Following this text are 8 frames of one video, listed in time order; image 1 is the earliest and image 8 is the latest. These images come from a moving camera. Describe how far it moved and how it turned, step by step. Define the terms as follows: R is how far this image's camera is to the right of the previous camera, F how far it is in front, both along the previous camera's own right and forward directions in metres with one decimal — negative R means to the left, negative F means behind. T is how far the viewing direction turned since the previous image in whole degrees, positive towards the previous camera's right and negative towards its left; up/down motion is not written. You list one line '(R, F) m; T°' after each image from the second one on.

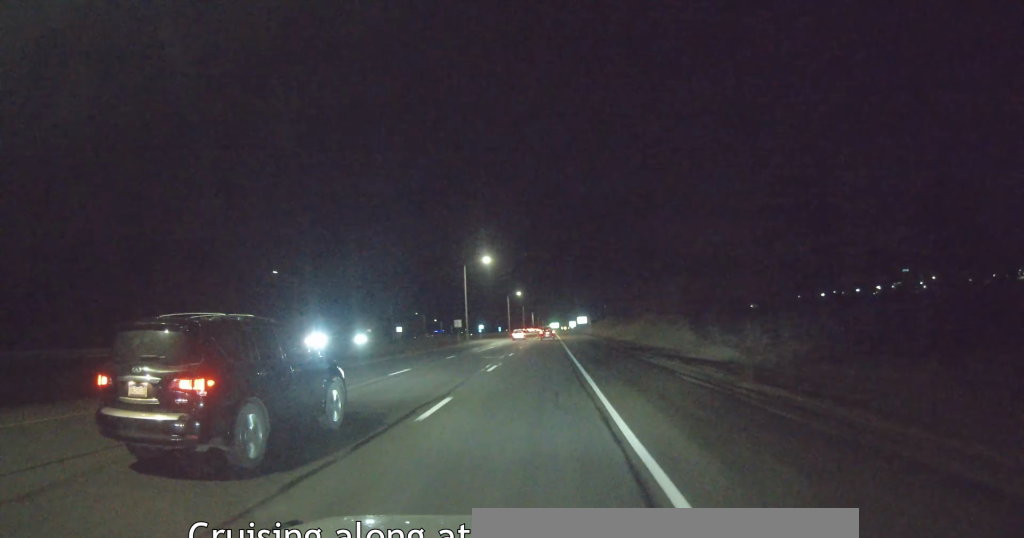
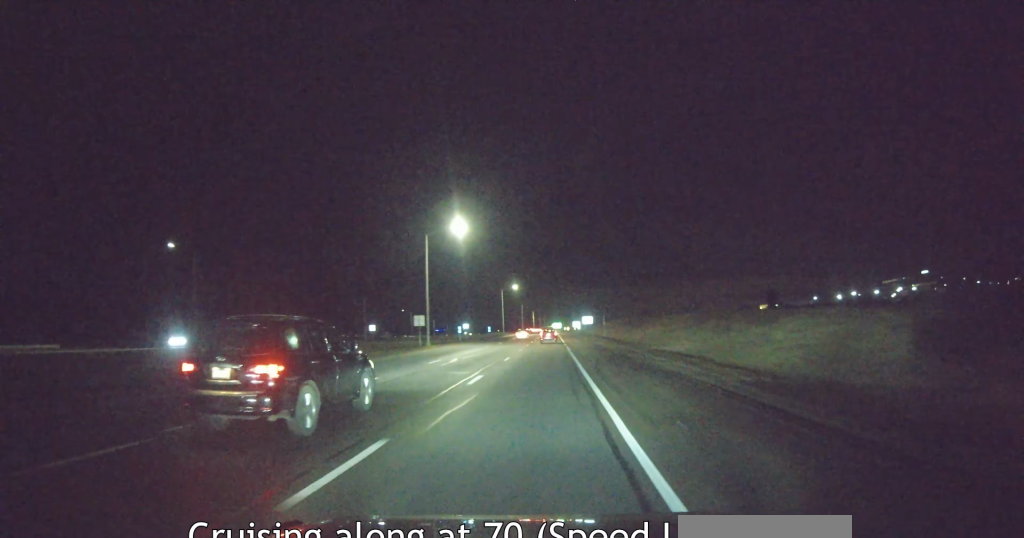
(-0.2, +31.1) m; 0°
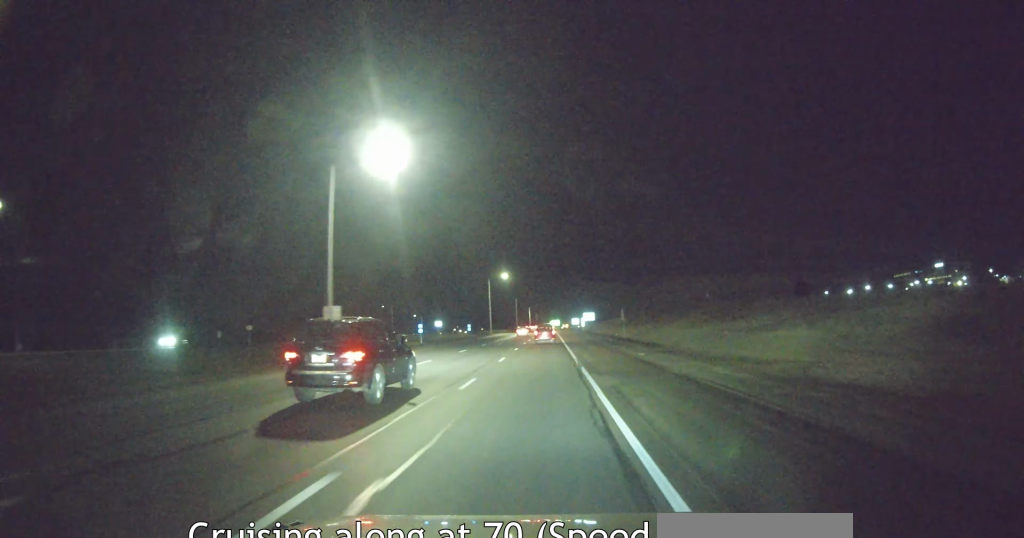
(+0.2, +27.8) m; 0°
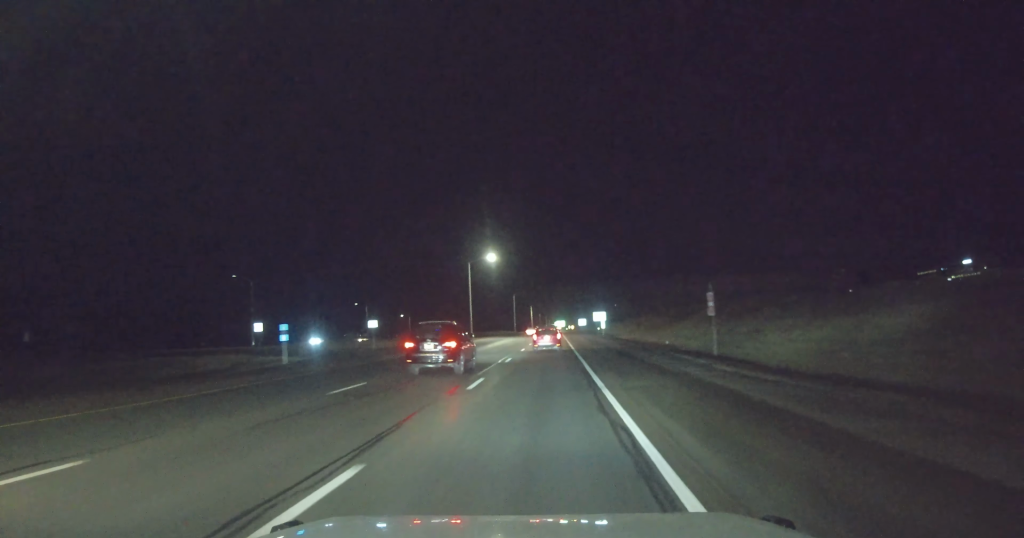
(-0.9, +37.6) m; -1°
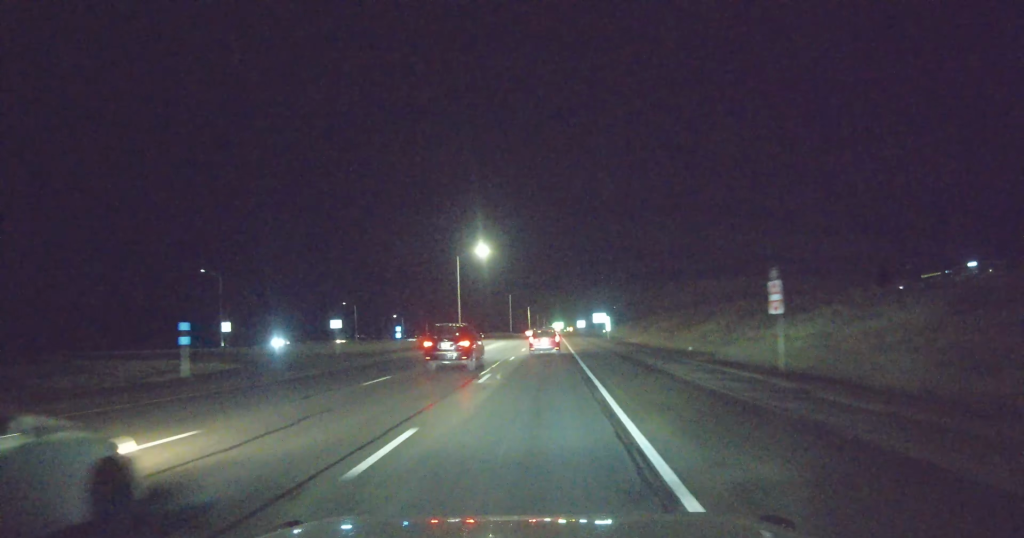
(-0.1, +10.0) m; 0°
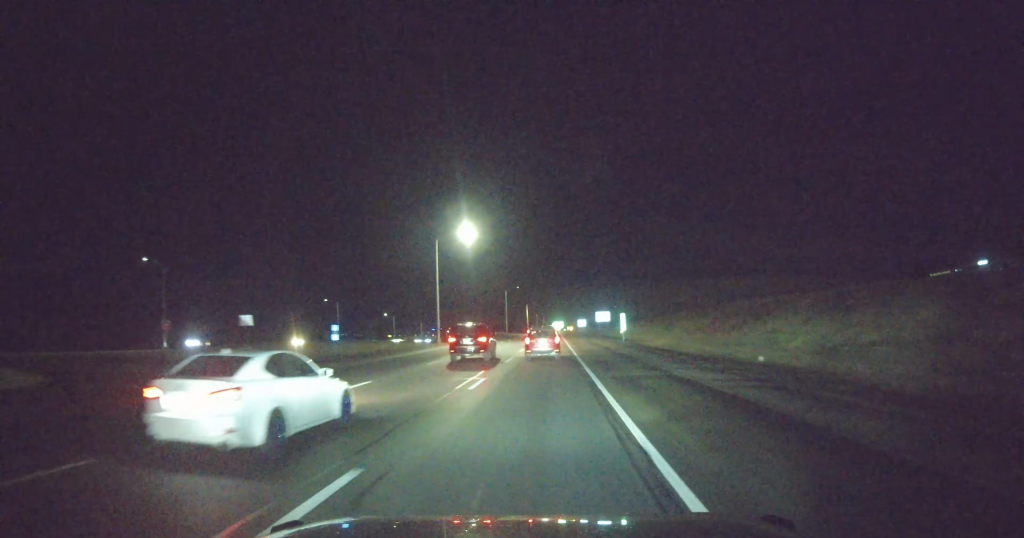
(+0.4, +14.9) m; 0°
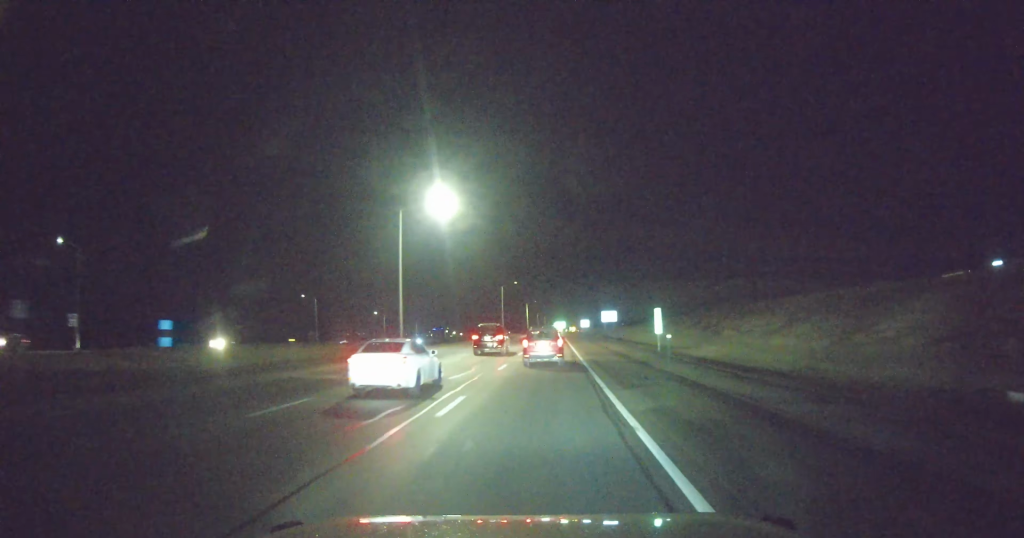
(-0.3, +16.9) m; -1°
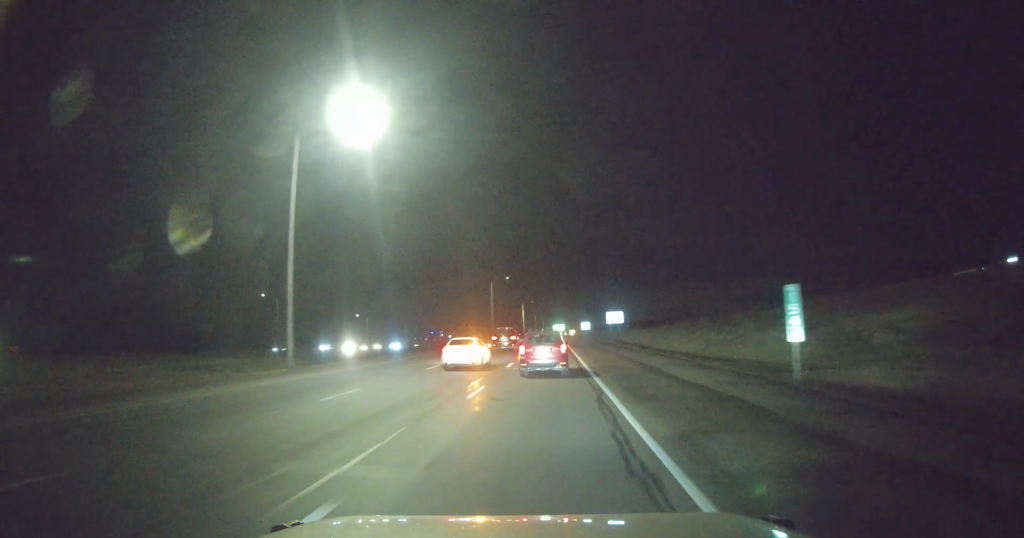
(0.0, +21.0) m; +2°
